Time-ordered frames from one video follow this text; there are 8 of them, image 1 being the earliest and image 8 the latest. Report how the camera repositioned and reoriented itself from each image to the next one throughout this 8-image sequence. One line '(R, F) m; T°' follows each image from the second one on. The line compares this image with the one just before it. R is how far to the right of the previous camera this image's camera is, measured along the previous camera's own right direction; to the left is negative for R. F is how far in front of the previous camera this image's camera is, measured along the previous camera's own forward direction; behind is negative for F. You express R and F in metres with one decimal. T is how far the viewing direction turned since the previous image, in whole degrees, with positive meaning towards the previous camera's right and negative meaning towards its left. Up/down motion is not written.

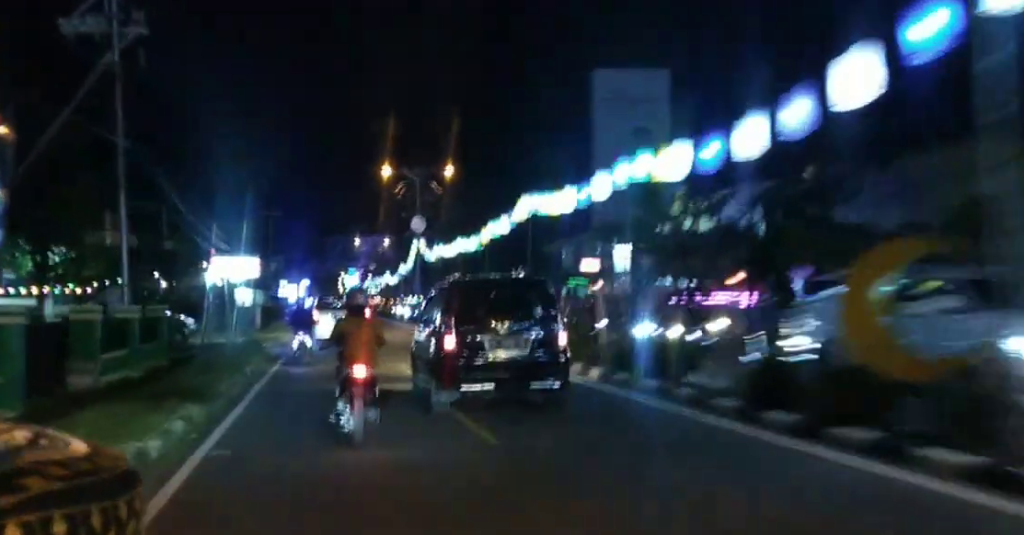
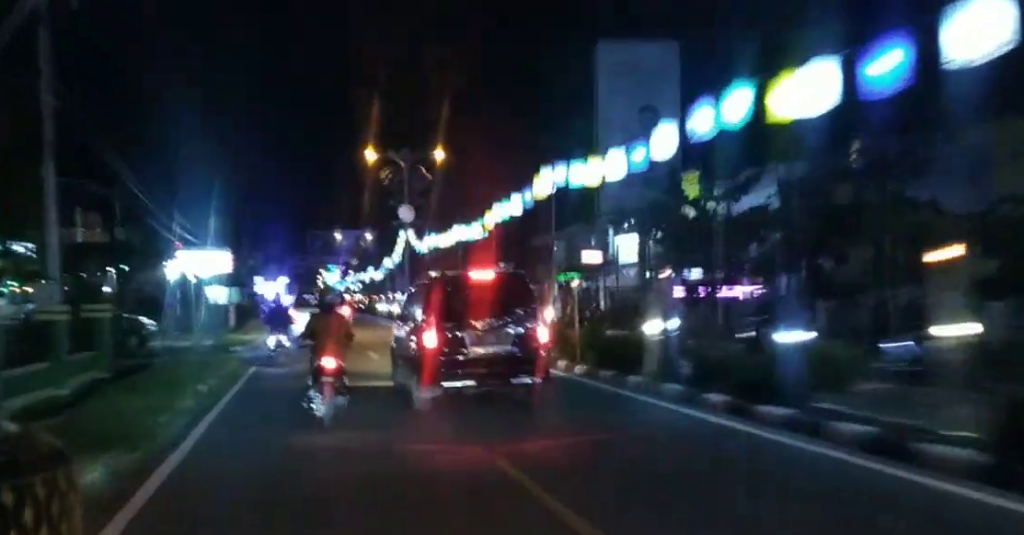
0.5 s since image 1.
(+0.2, +3.8) m; 0°
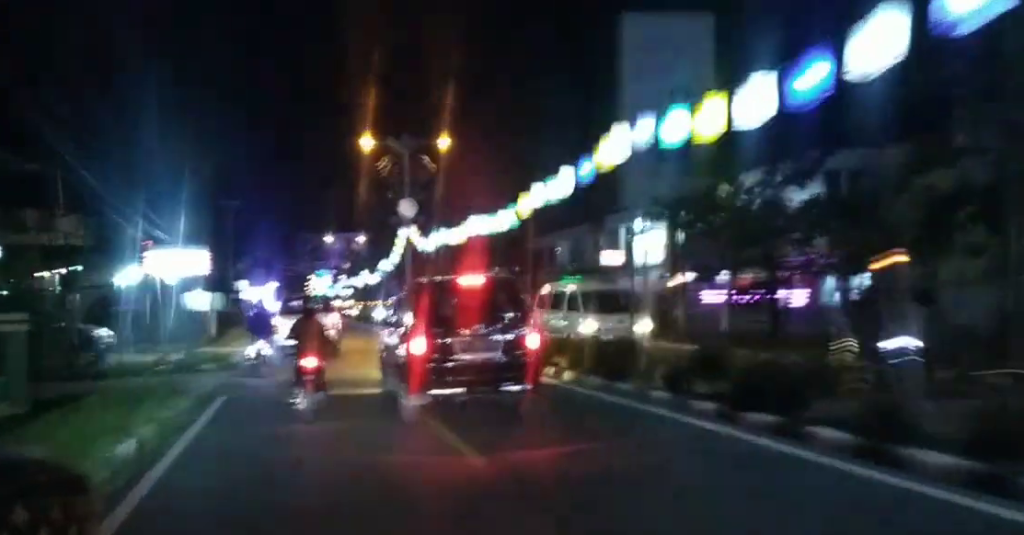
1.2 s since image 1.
(-0.1, +4.7) m; -1°
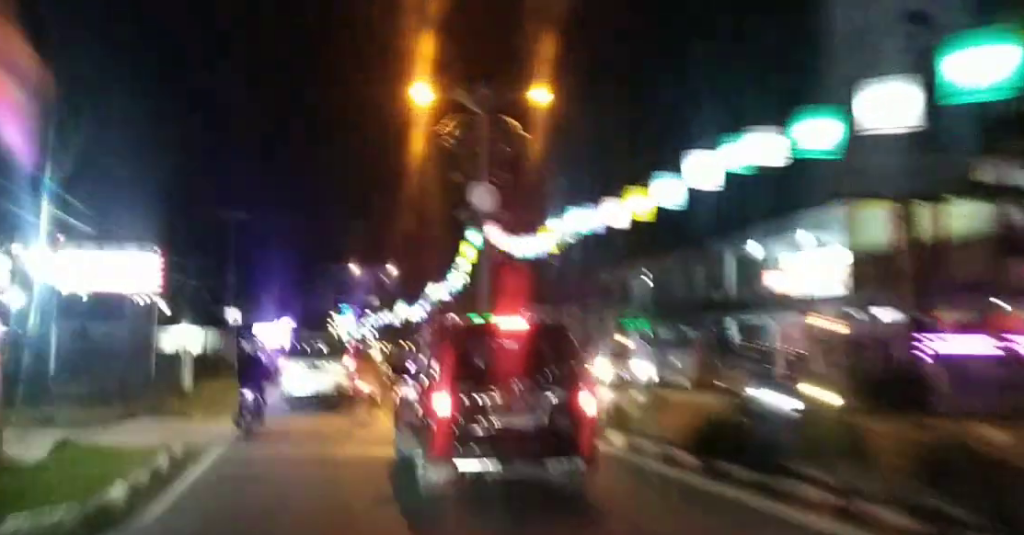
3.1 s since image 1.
(0.0, +13.9) m; 0°
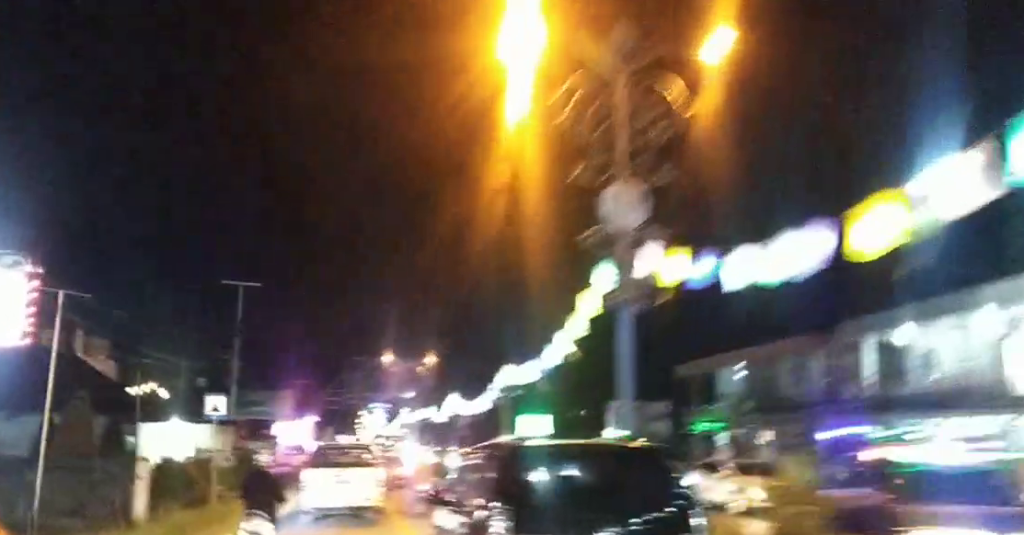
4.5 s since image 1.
(-0.1, +10.1) m; 0°
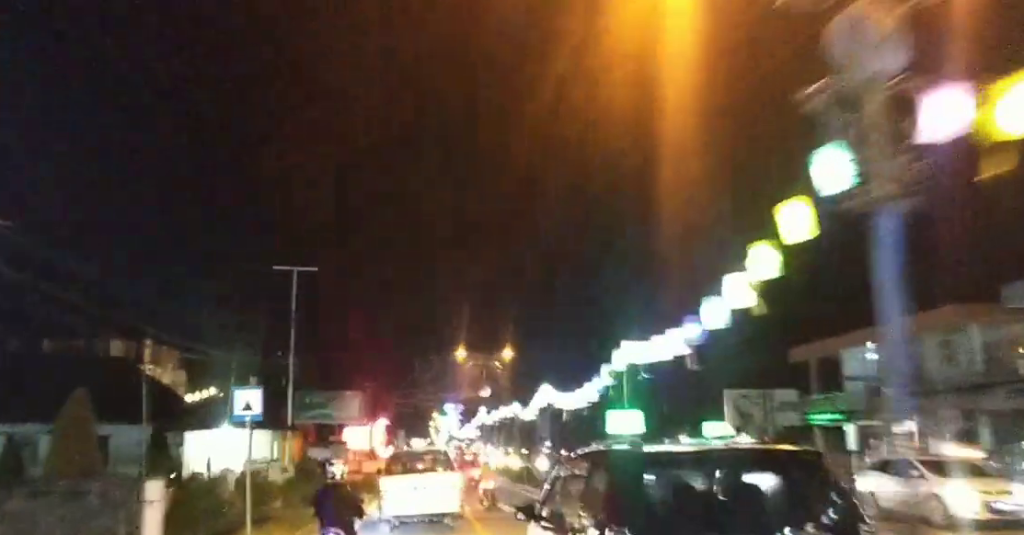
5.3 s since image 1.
(0.0, +5.5) m; 0°
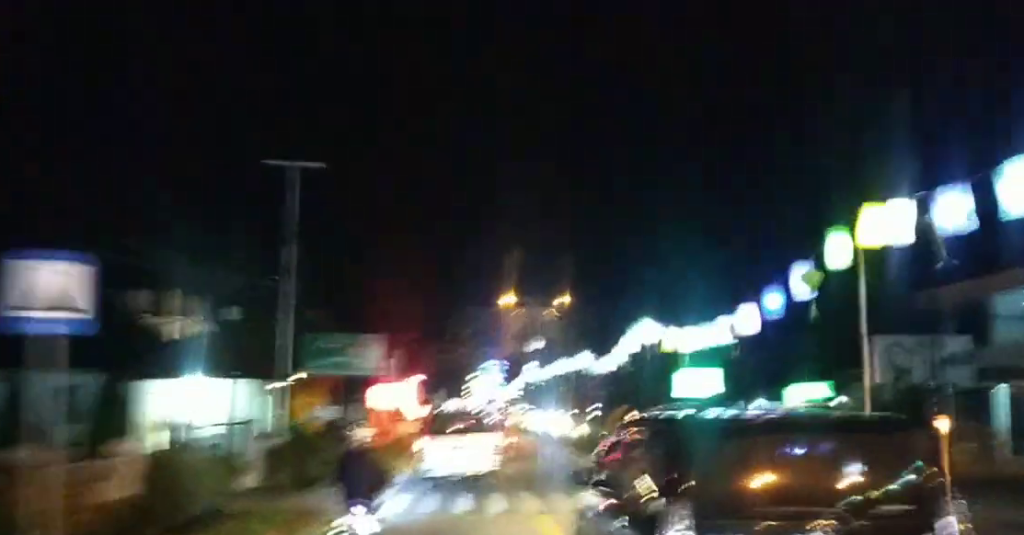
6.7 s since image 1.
(0.0, +9.2) m; 0°
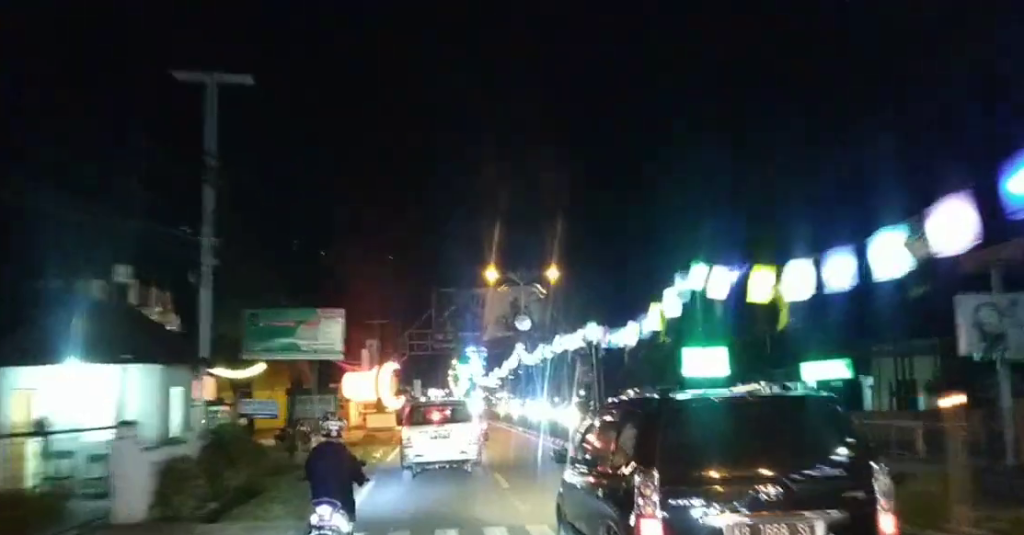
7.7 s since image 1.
(0.0, +6.3) m; 0°
